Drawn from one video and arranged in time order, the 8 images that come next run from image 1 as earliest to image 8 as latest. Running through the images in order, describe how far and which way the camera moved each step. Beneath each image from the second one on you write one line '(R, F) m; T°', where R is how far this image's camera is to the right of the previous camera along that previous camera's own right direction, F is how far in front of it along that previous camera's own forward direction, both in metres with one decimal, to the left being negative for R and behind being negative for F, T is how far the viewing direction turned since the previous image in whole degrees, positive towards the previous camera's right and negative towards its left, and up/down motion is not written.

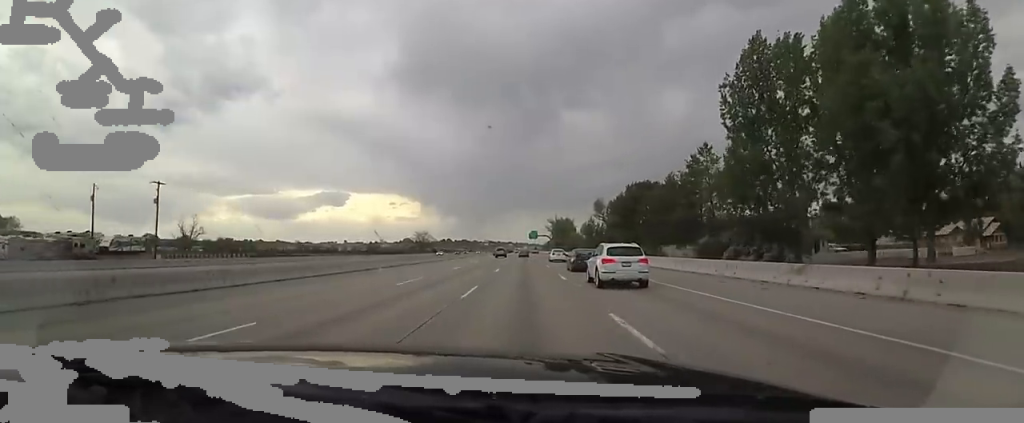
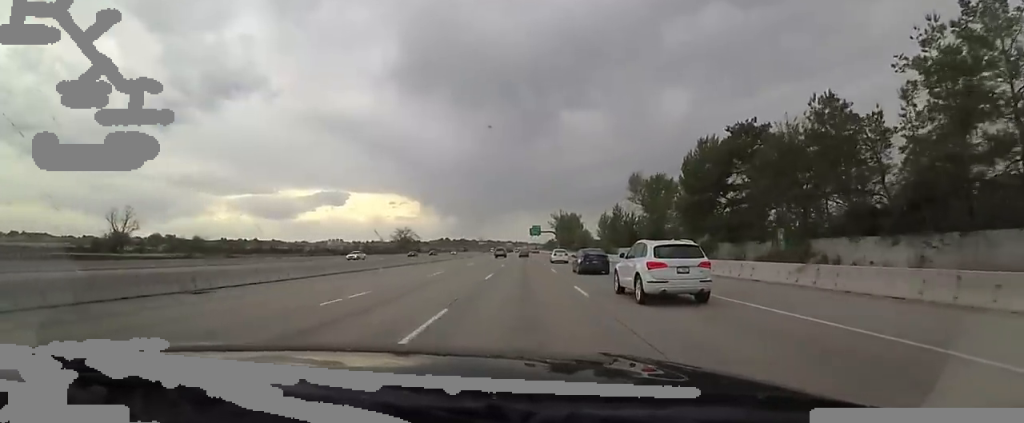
(0.0, +37.0) m; 0°
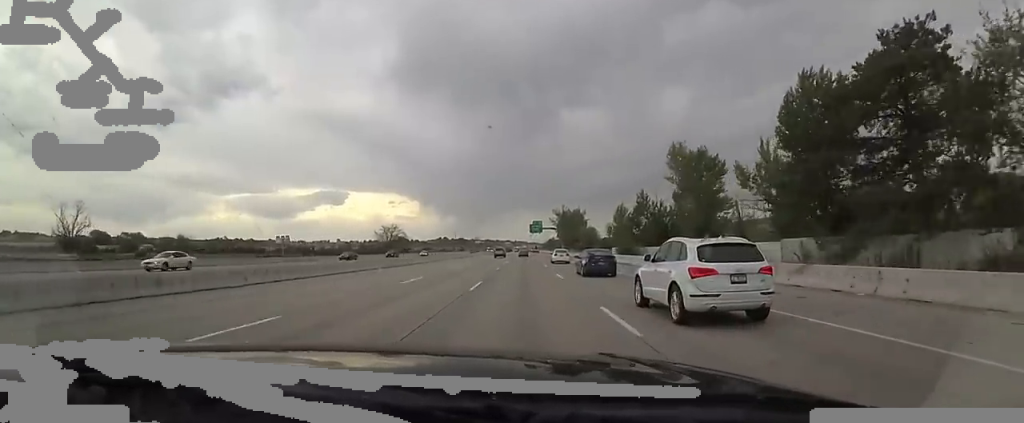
(0.0, +20.8) m; 0°
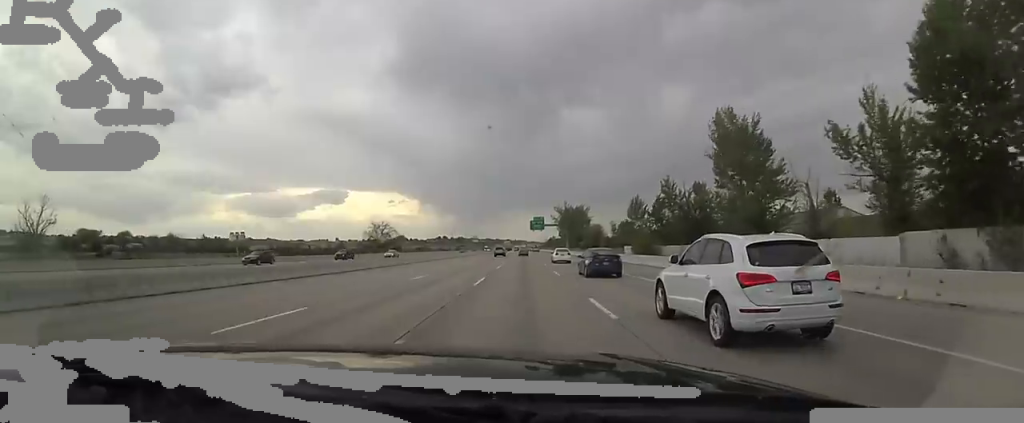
(0.0, +12.9) m; 0°
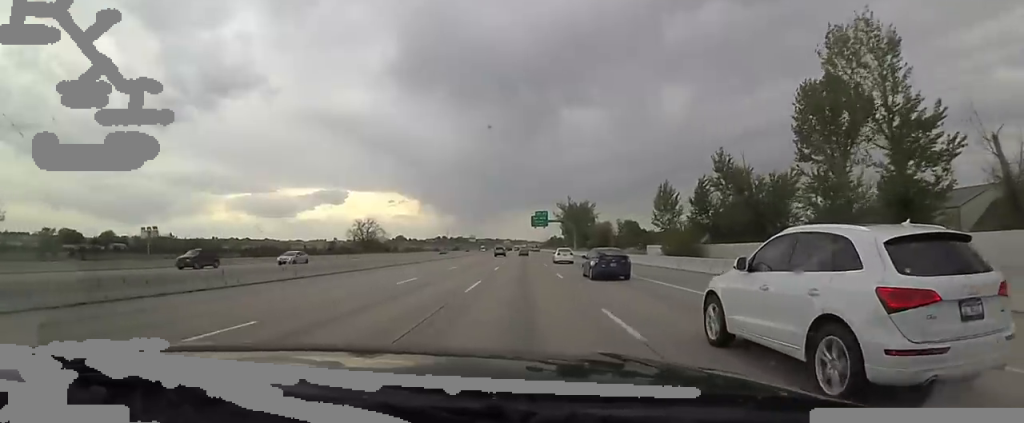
(0.0, +17.3) m; 0°
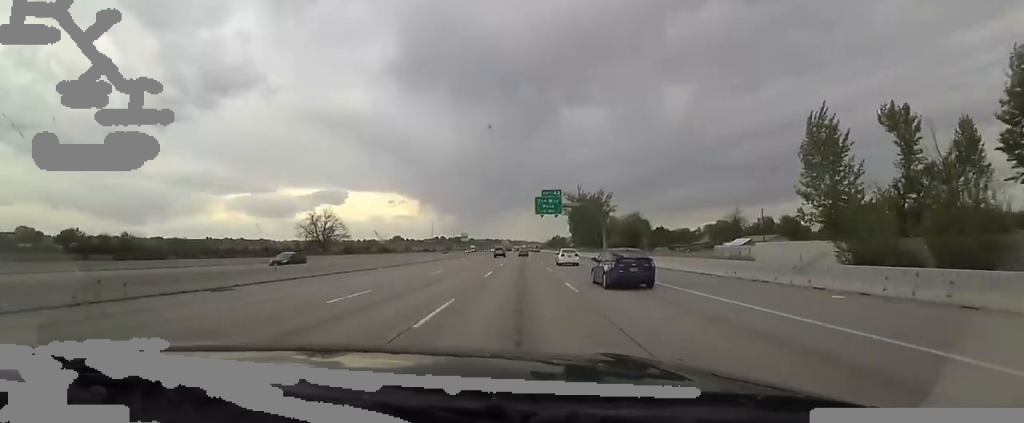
(0.0, +37.1) m; 0°
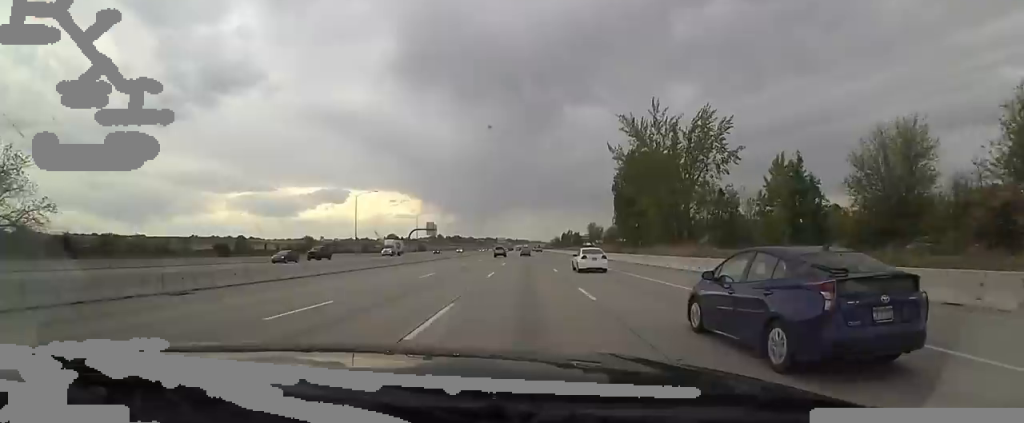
(0.0, +94.2) m; 0°
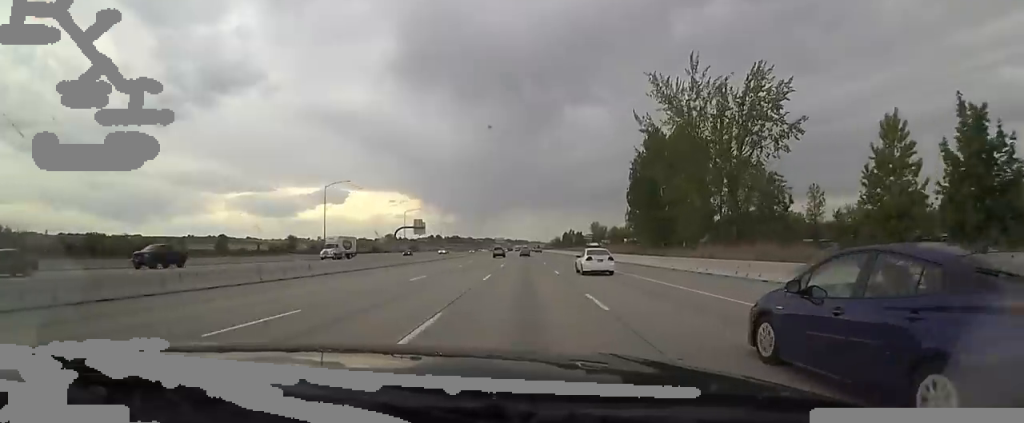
(0.0, +17.1) m; 0°
